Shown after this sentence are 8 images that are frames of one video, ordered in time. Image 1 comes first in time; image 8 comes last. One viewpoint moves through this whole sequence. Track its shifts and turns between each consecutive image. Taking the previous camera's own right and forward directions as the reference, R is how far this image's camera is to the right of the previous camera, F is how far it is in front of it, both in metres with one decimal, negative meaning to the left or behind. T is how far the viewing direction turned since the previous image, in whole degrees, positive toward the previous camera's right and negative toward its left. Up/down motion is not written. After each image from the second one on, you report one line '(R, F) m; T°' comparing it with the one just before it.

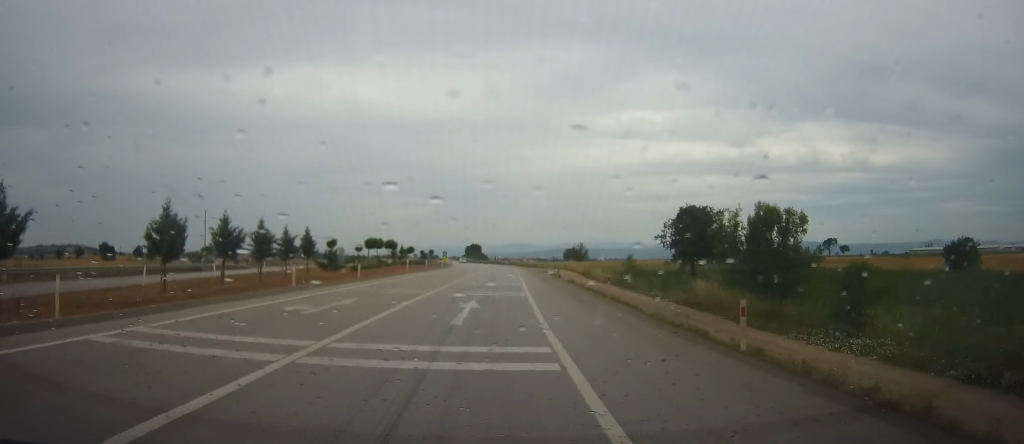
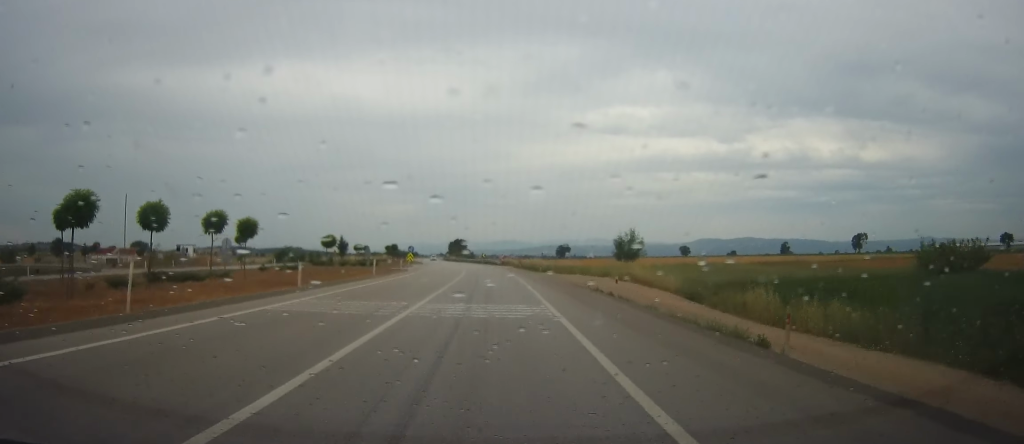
(+0.2, +39.1) m; 0°
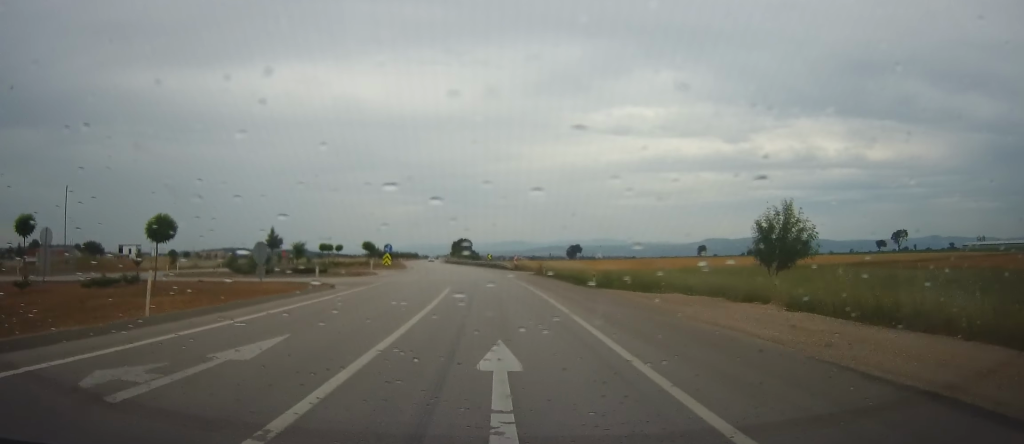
(+0.3, +26.7) m; +2°
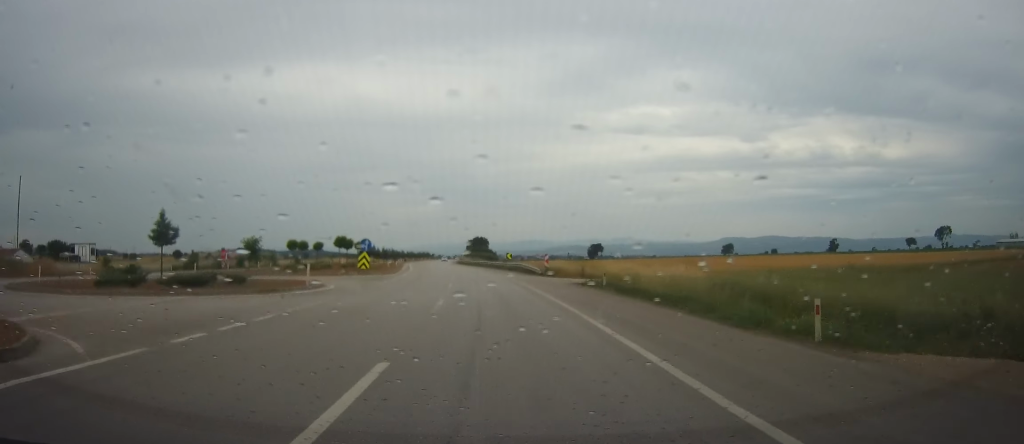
(+0.3, +20.5) m; -1°
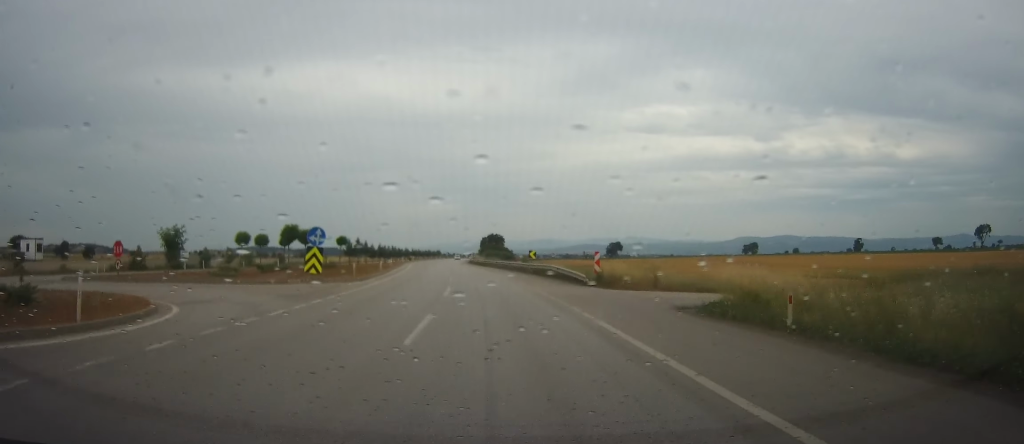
(-0.4, +16.9) m; -2°
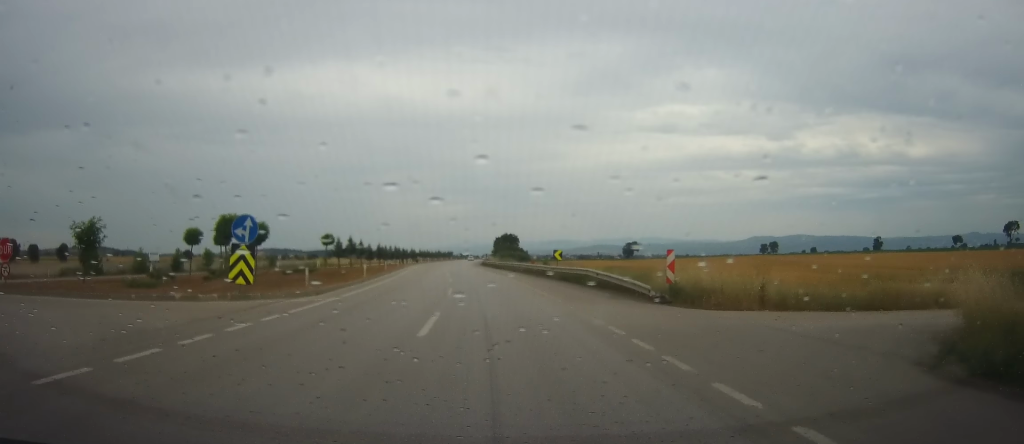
(-0.1, +11.5) m; -1°
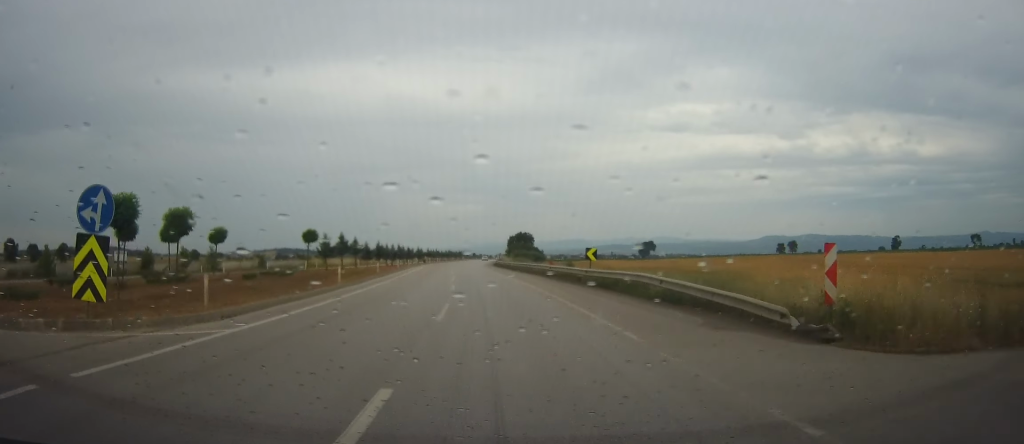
(-0.1, +9.3) m; 0°
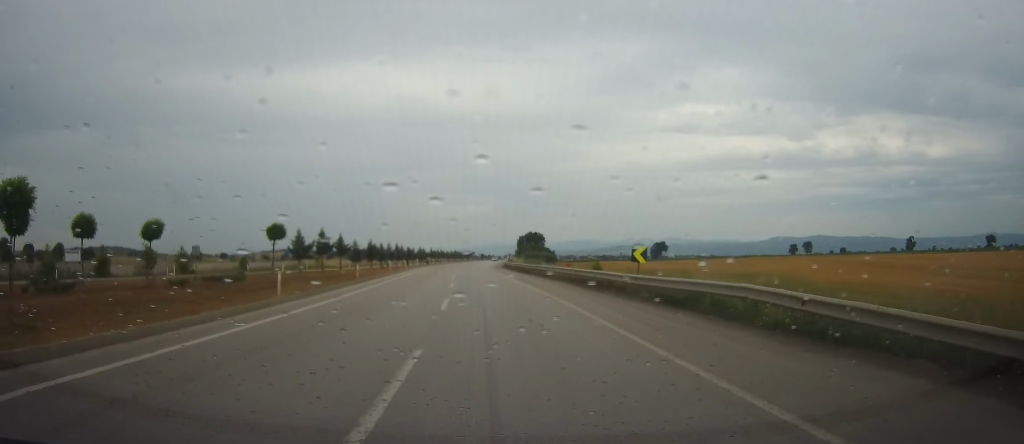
(-0.1, +9.4) m; 0°
